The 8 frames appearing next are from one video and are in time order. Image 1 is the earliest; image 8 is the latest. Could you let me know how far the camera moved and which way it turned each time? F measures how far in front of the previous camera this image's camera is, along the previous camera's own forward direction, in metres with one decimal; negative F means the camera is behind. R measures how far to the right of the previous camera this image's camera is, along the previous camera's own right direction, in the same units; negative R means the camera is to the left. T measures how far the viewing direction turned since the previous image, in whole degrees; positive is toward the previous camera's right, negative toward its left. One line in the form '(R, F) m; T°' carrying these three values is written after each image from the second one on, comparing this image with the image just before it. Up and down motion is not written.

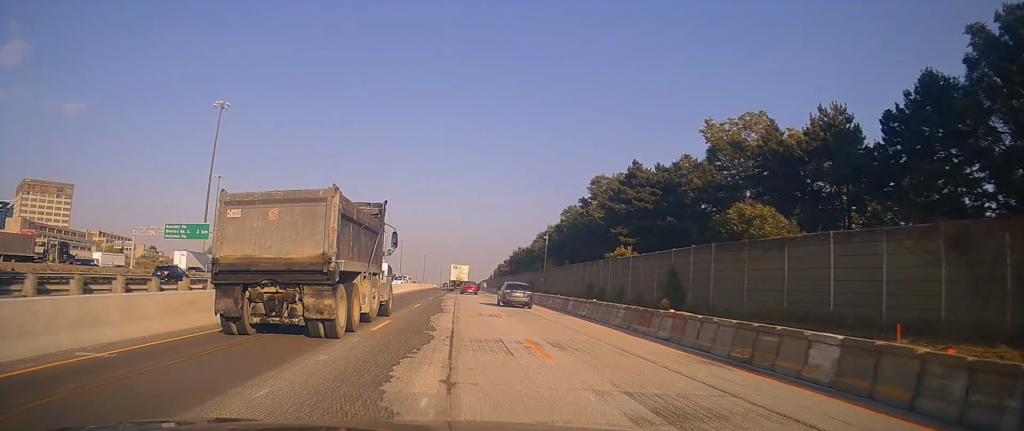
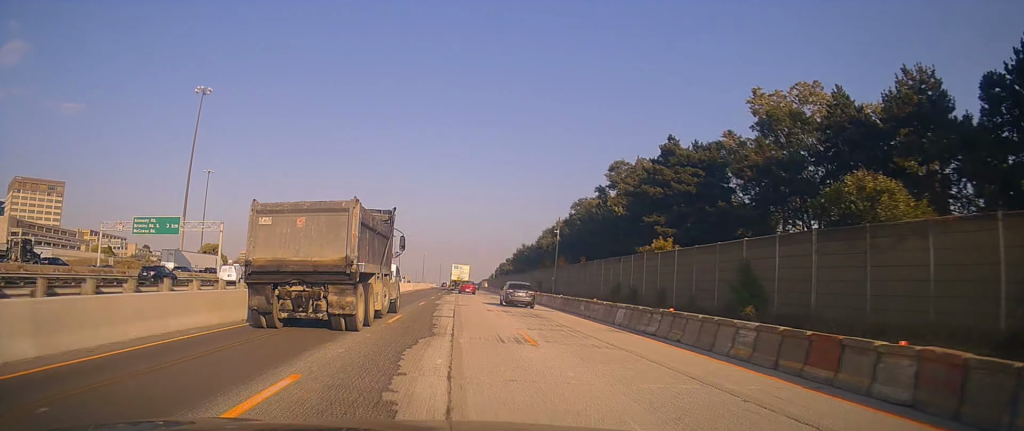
(0.0, +9.7) m; +1°
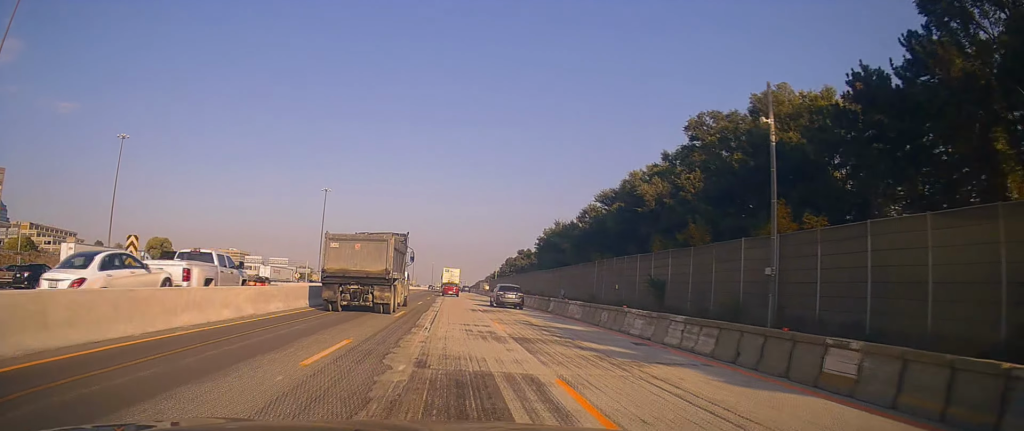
(+0.4, +56.3) m; 0°
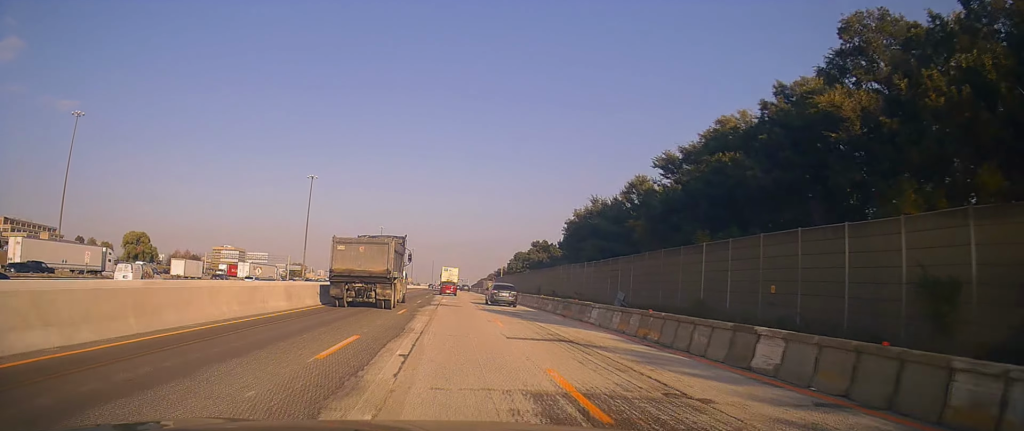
(-0.4, +23.4) m; -1°
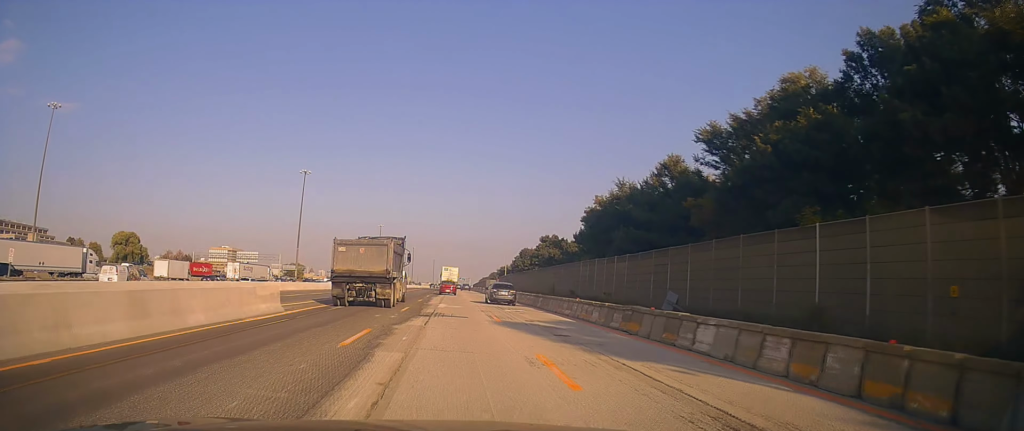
(0.0, +10.3) m; 0°
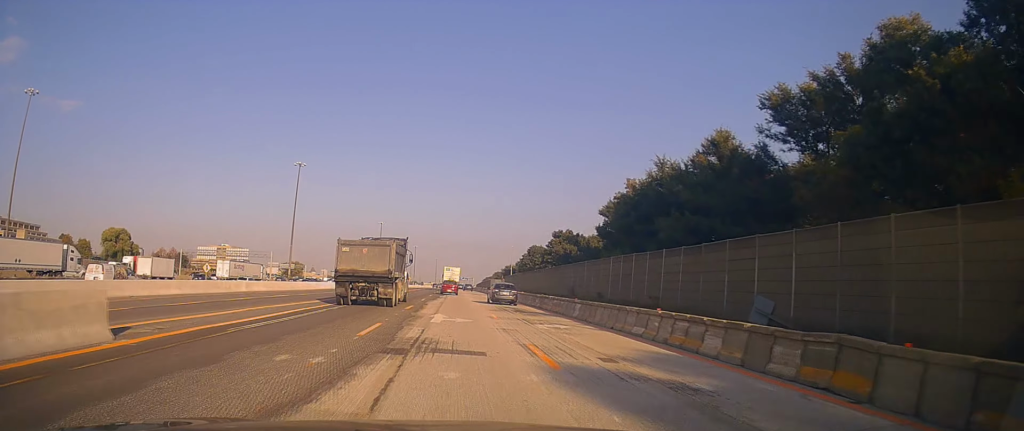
(0.0, +10.3) m; 0°
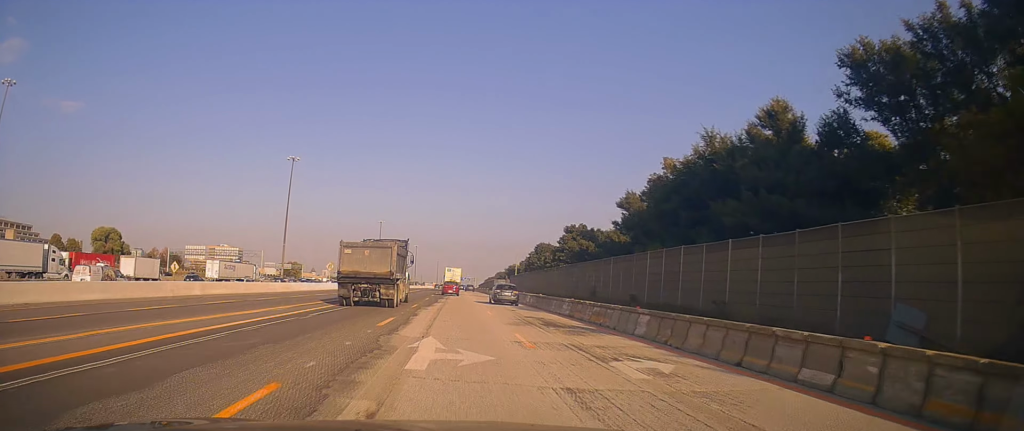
(0.0, +9.0) m; +1°
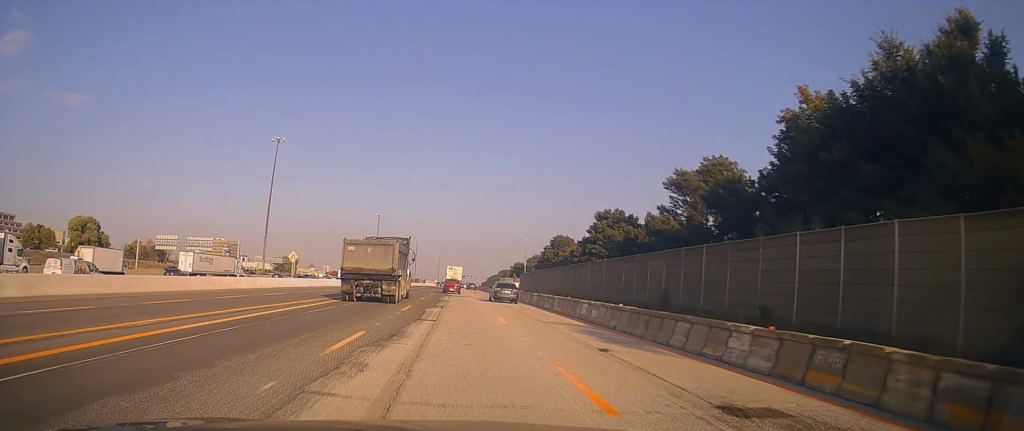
(+0.1, +18.0) m; 0°
